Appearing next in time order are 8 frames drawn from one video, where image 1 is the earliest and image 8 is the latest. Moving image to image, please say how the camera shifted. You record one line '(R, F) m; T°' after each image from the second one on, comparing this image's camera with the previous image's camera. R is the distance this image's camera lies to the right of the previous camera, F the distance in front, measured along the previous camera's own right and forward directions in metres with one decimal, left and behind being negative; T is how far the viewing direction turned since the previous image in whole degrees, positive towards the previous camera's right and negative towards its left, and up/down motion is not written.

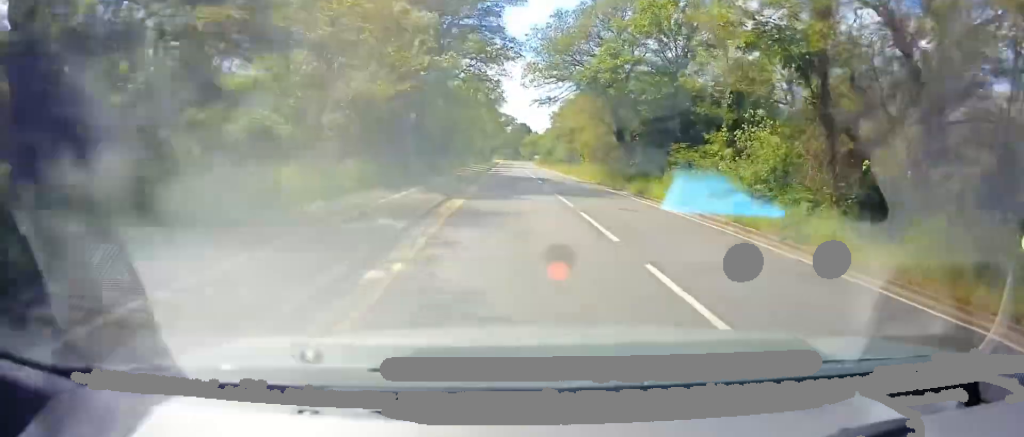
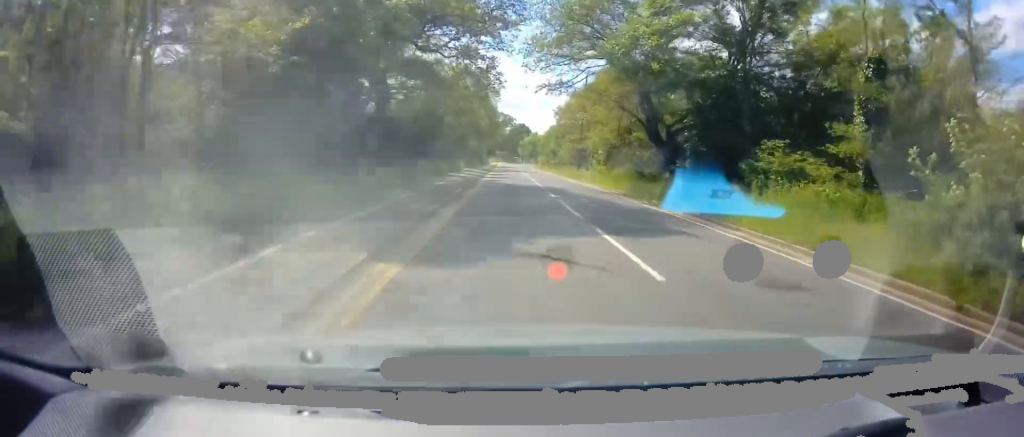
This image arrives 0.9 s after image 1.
(0.0, +9.4) m; 0°
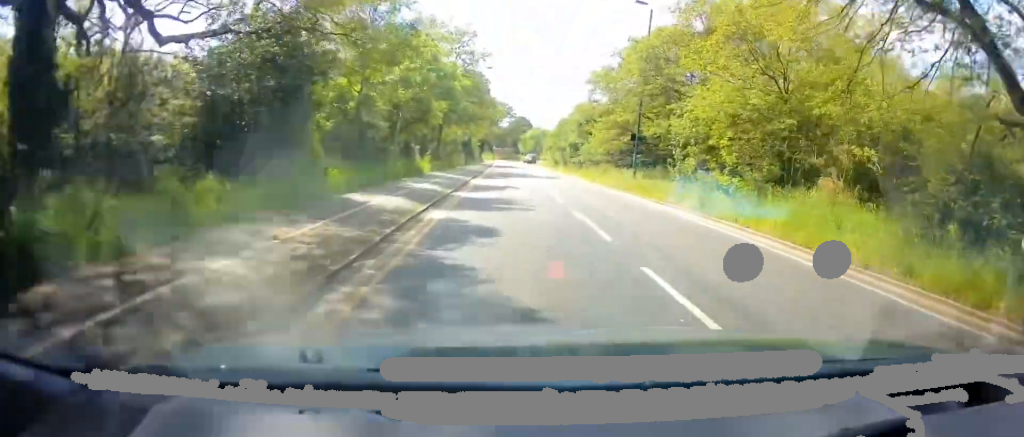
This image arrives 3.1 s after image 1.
(+0.5, +24.4) m; 0°
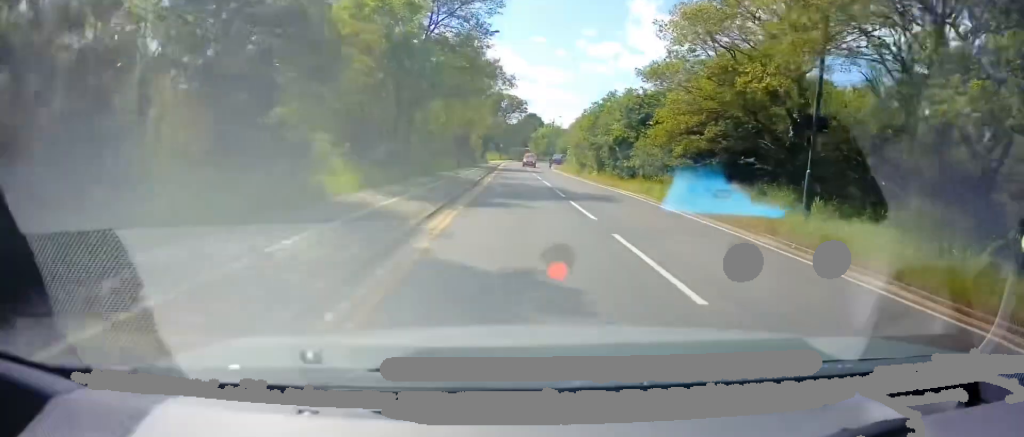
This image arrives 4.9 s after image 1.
(-0.8, +17.6) m; 0°
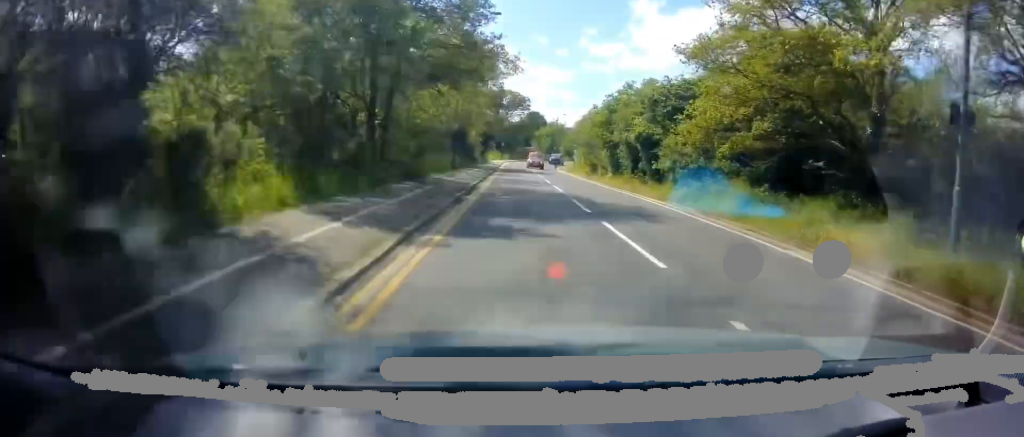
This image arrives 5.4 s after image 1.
(+0.1, +5.2) m; +1°
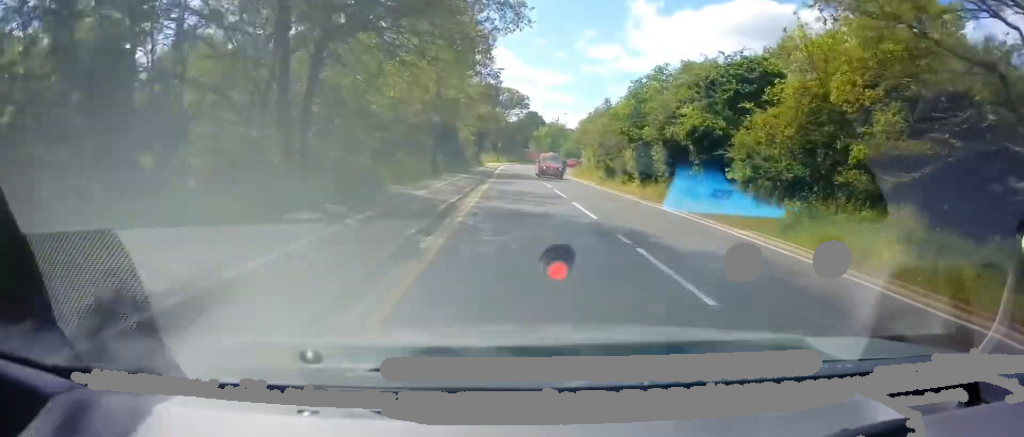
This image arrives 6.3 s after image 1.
(+0.3, +8.4) m; +1°
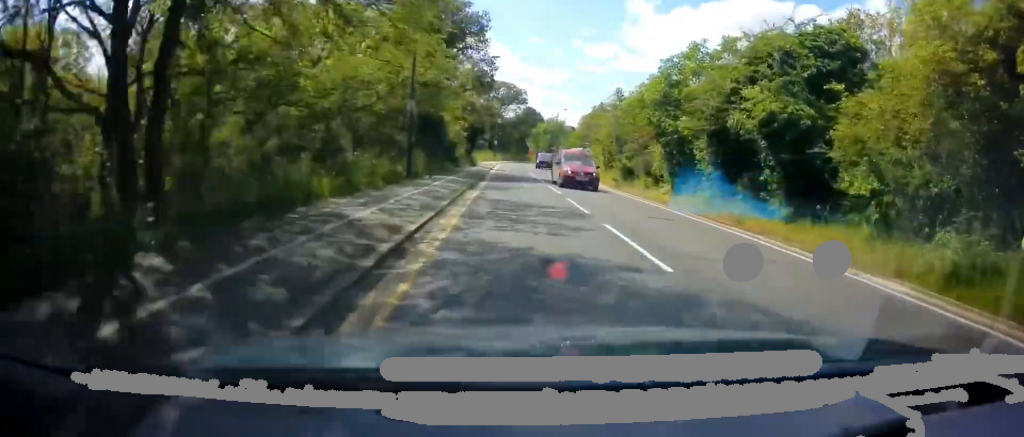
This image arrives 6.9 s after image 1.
(-0.1, +6.0) m; -1°
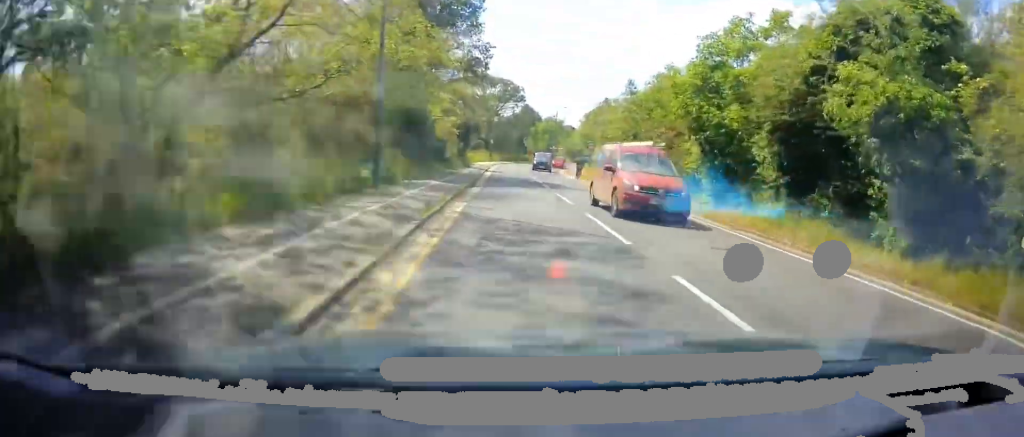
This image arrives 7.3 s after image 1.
(0.0, +4.7) m; 0°
